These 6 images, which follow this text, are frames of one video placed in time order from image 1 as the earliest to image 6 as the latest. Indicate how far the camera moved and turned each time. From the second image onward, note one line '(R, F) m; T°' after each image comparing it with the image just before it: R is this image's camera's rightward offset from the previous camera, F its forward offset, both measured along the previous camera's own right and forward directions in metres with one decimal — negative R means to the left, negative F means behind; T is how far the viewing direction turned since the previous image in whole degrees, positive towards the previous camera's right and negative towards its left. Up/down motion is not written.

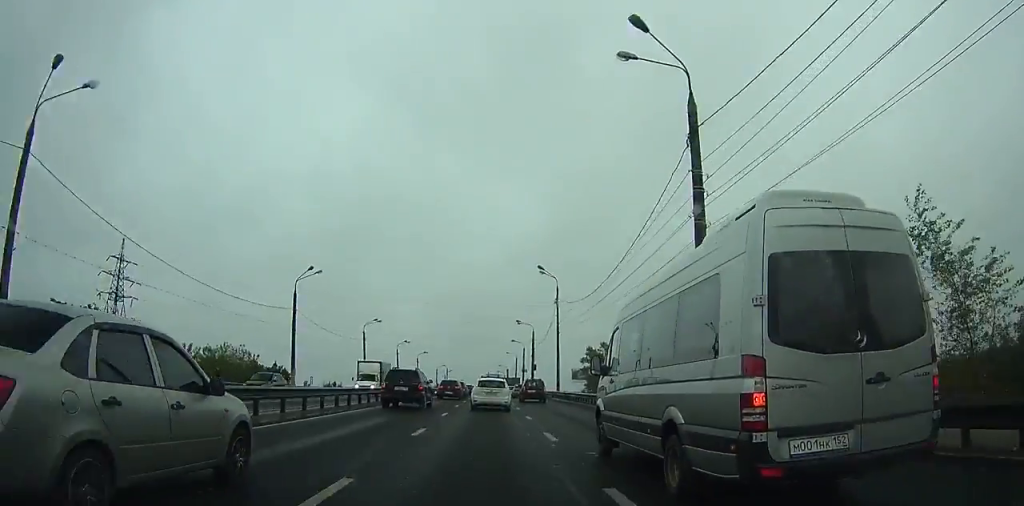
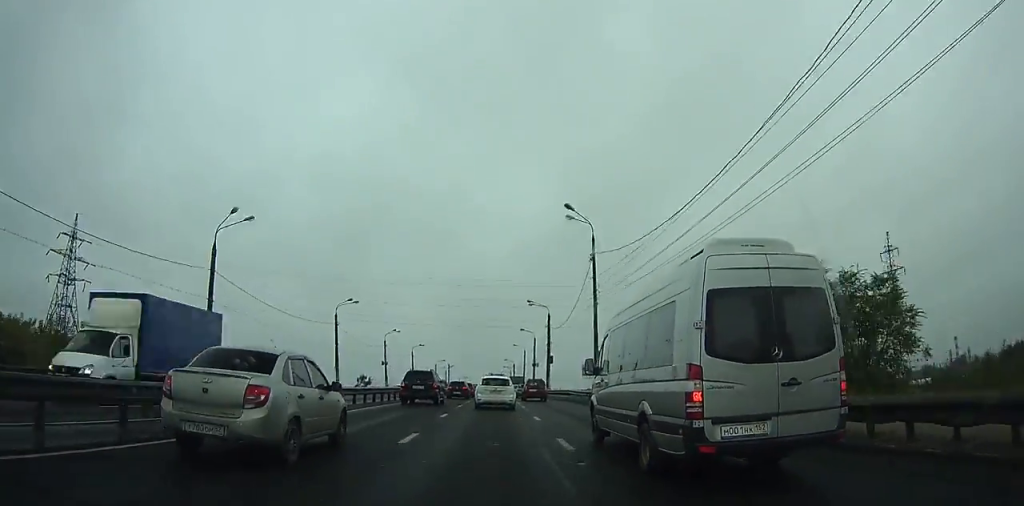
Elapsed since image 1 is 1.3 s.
(0.0, +18.7) m; 0°
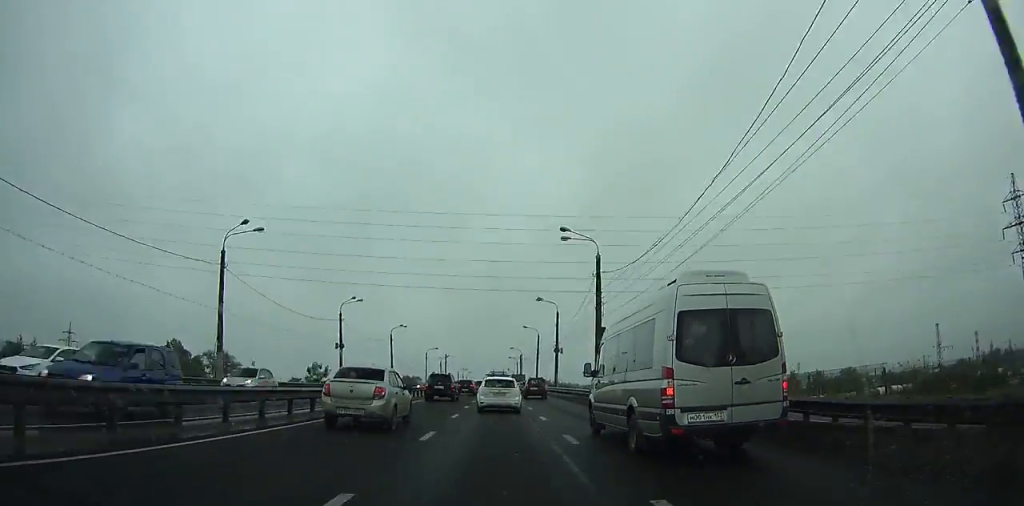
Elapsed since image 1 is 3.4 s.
(-0.3, +31.2) m; -1°
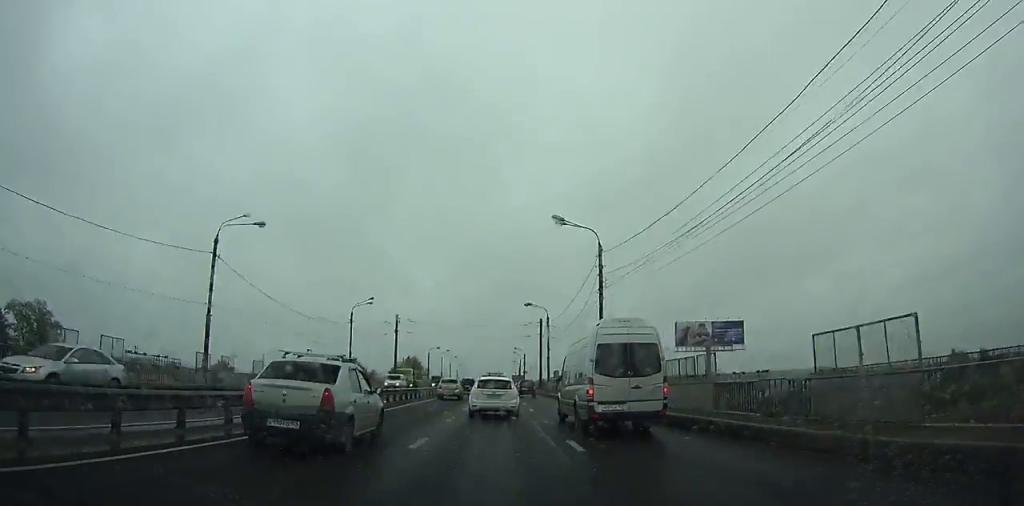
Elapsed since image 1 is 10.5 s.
(-1.6, +99.2) m; +6°
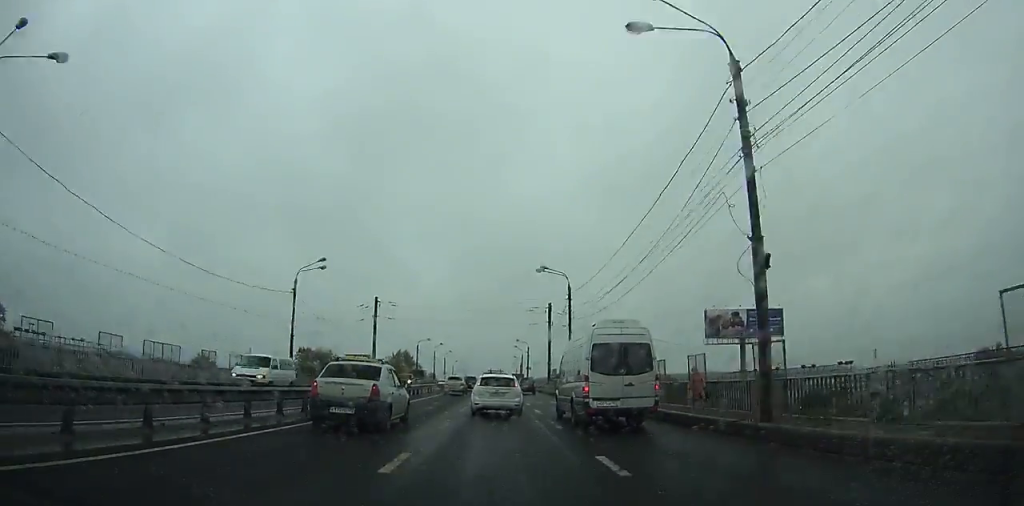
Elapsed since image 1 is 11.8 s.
(-0.9, +18.5) m; -4°
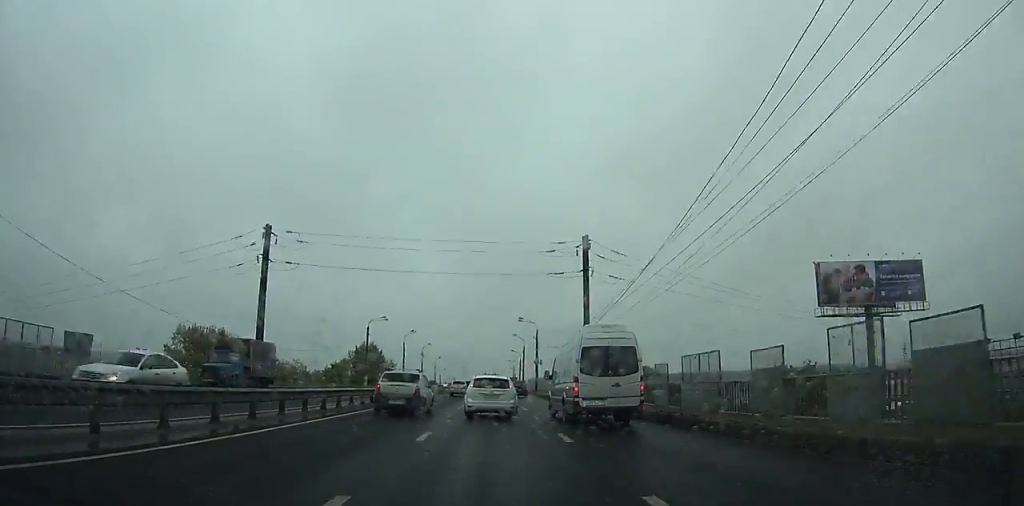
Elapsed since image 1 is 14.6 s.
(-1.1, +39.1) m; -1°
